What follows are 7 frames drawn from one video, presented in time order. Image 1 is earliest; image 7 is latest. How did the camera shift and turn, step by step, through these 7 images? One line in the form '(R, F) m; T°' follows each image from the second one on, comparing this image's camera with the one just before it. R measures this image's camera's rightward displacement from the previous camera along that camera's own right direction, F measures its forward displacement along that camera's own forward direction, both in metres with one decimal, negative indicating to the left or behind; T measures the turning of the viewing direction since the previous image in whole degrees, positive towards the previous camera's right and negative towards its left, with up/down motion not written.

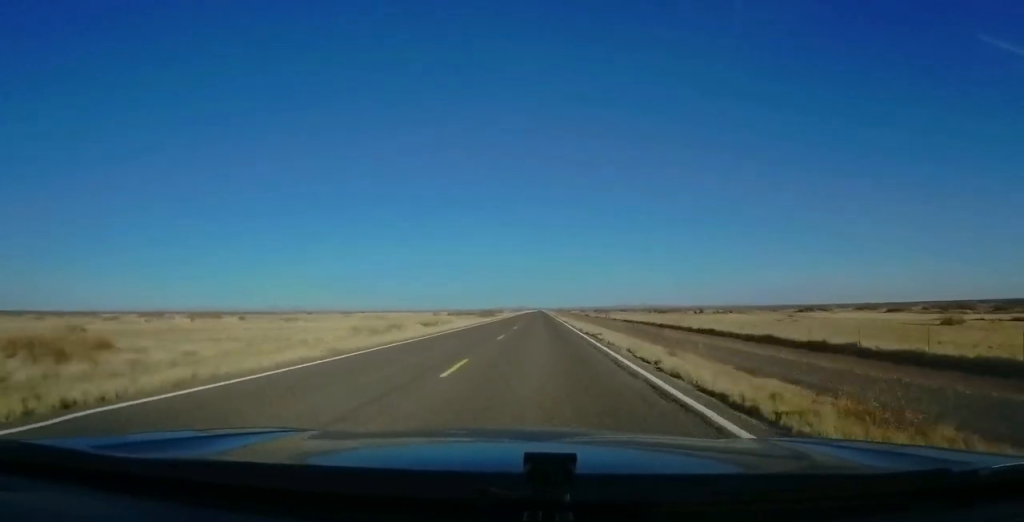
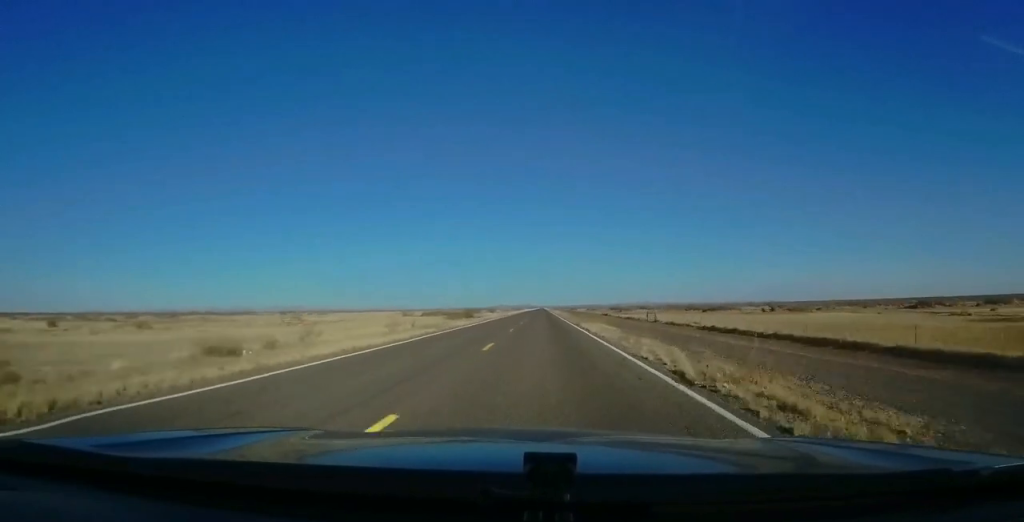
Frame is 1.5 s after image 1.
(+0.1, +44.0) m; +1°
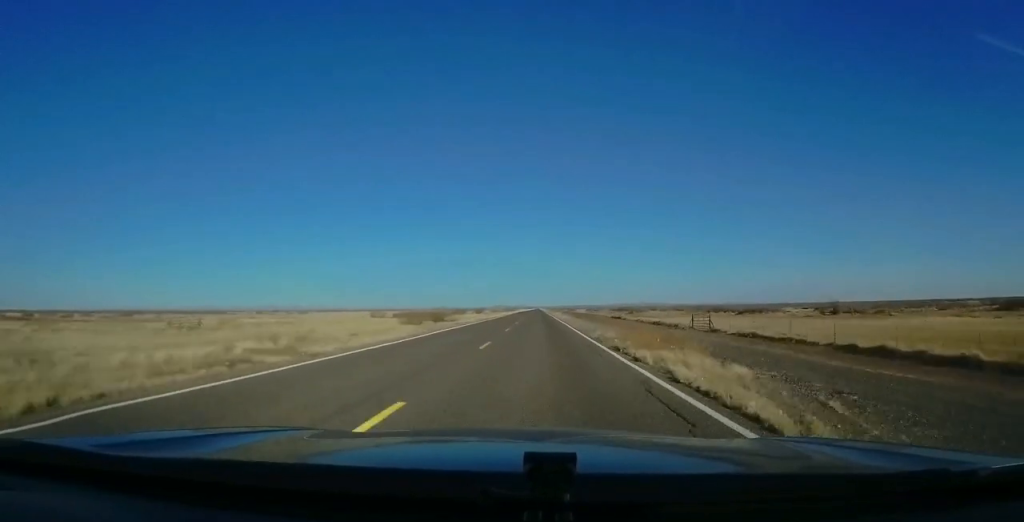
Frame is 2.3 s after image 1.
(+0.4, +23.9) m; +1°
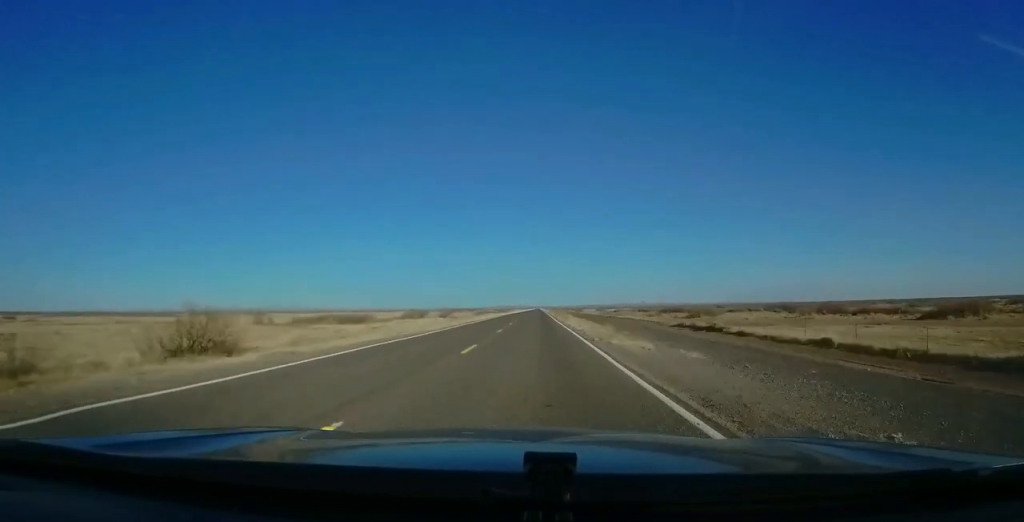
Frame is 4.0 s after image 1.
(-0.3, +50.7) m; -1°
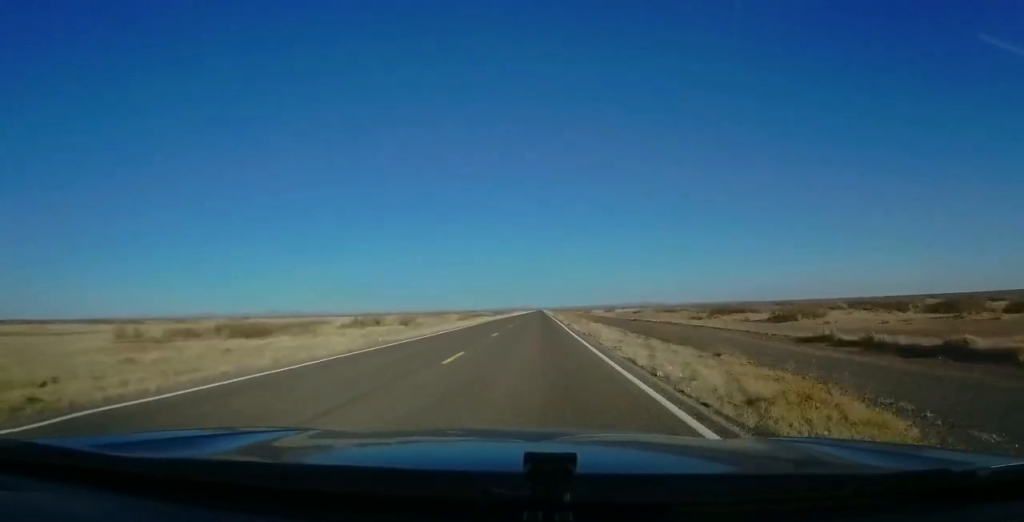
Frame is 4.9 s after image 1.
(-0.1, +26.8) m; 0°
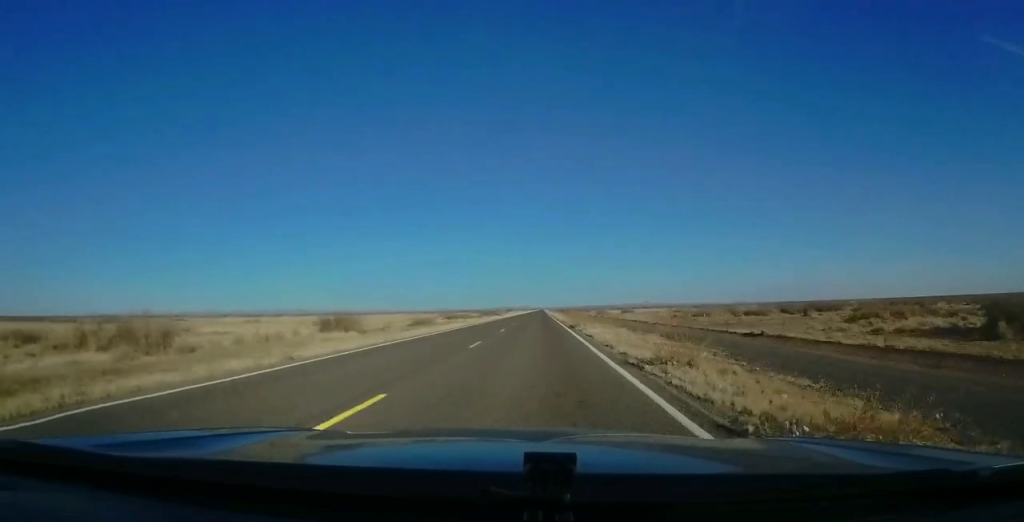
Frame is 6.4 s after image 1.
(-0.2, +44.7) m; 0°
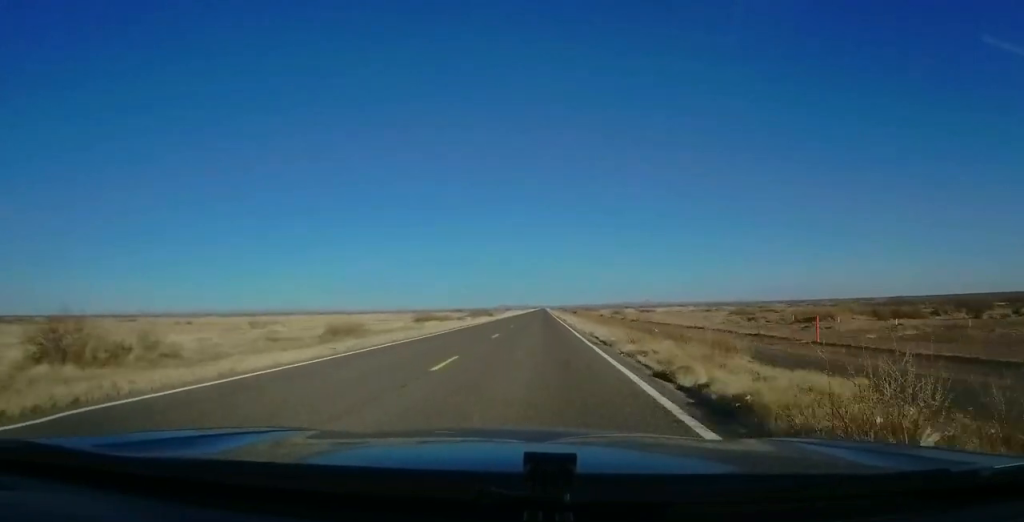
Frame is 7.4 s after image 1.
(+0.5, +30.8) m; +1°
